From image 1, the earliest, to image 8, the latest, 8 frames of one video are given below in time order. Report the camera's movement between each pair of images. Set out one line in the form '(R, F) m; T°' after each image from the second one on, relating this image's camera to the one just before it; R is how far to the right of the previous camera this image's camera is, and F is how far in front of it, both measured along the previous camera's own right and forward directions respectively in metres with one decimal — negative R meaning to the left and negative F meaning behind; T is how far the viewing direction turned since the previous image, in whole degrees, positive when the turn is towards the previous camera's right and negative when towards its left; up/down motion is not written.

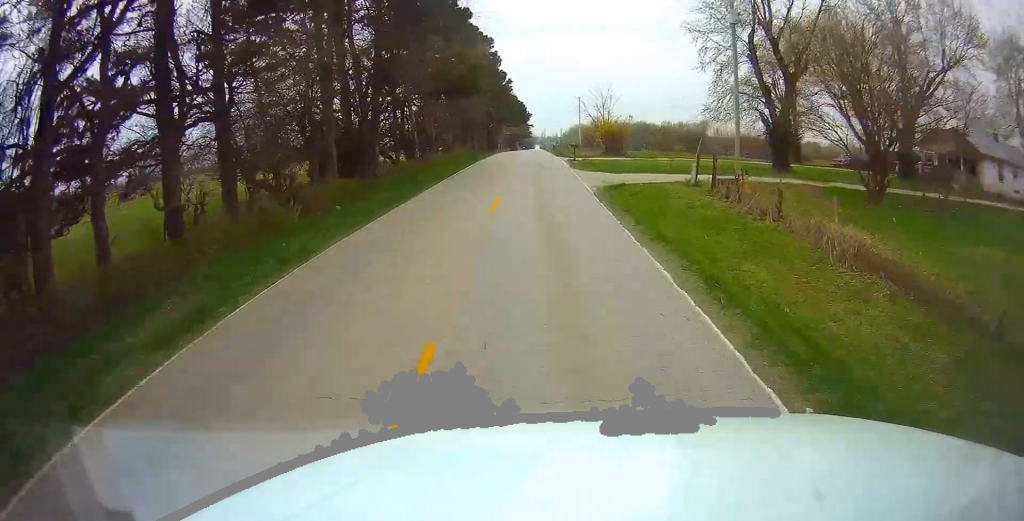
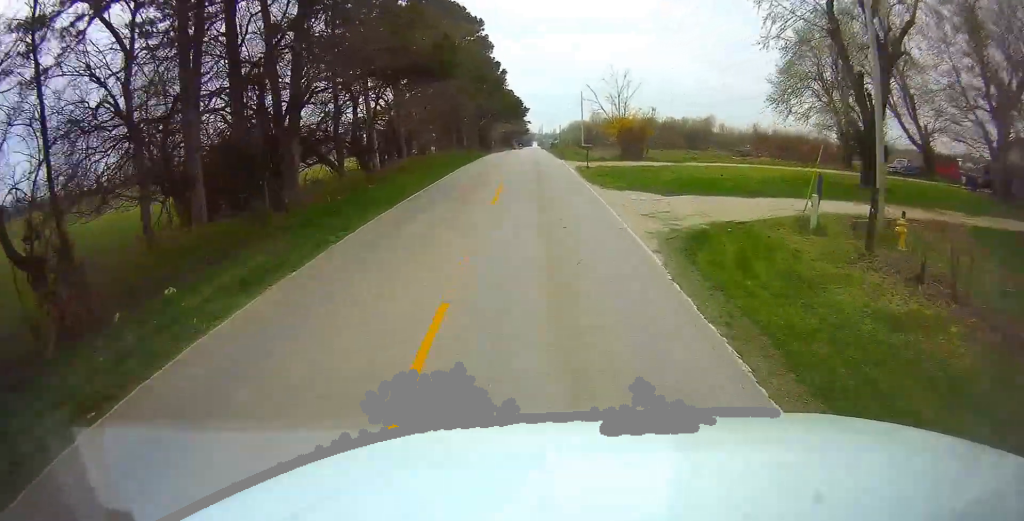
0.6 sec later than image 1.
(-0.1, +10.8) m; +1°
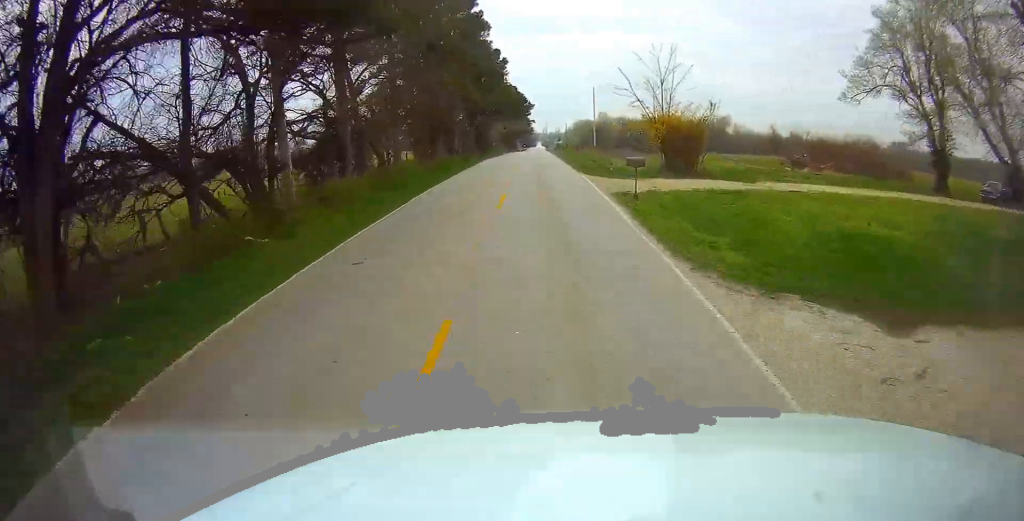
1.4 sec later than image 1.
(+0.5, +12.7) m; 0°
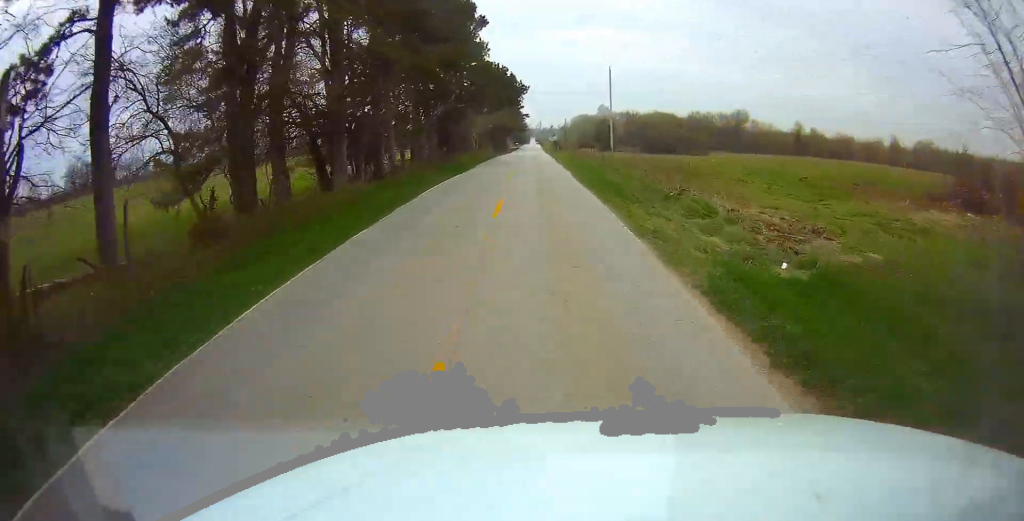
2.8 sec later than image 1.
(-0.5, +25.3) m; -2°
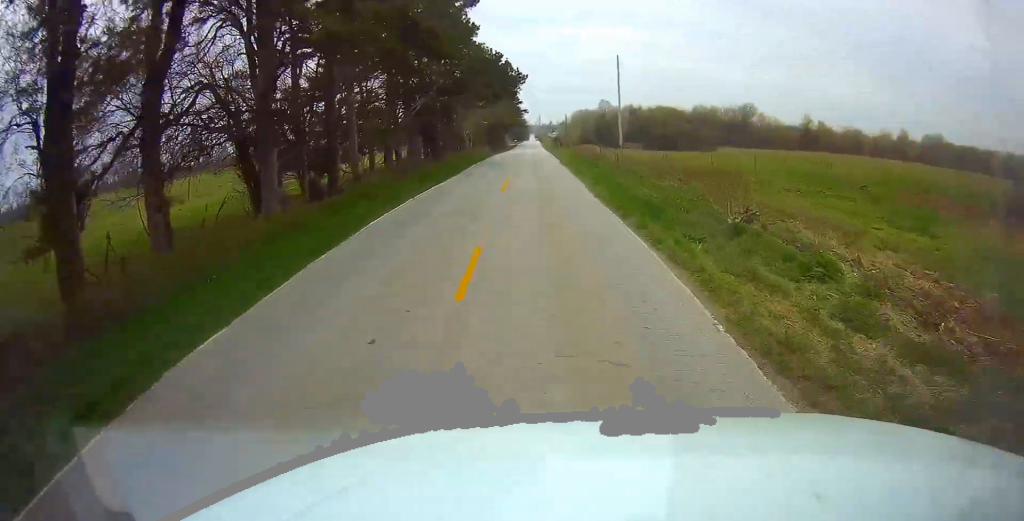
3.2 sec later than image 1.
(0.0, +7.3) m; 0°
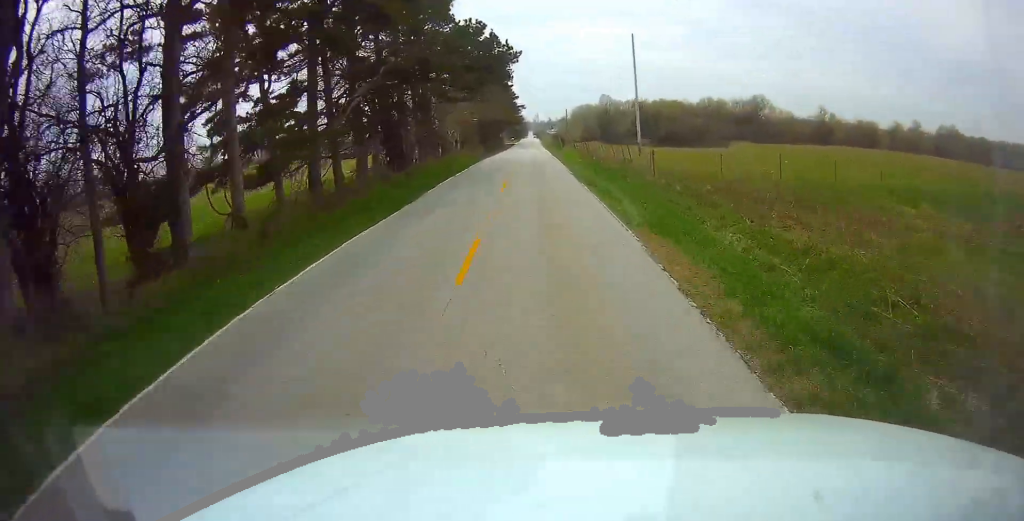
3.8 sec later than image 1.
(0.0, +11.5) m; 0°
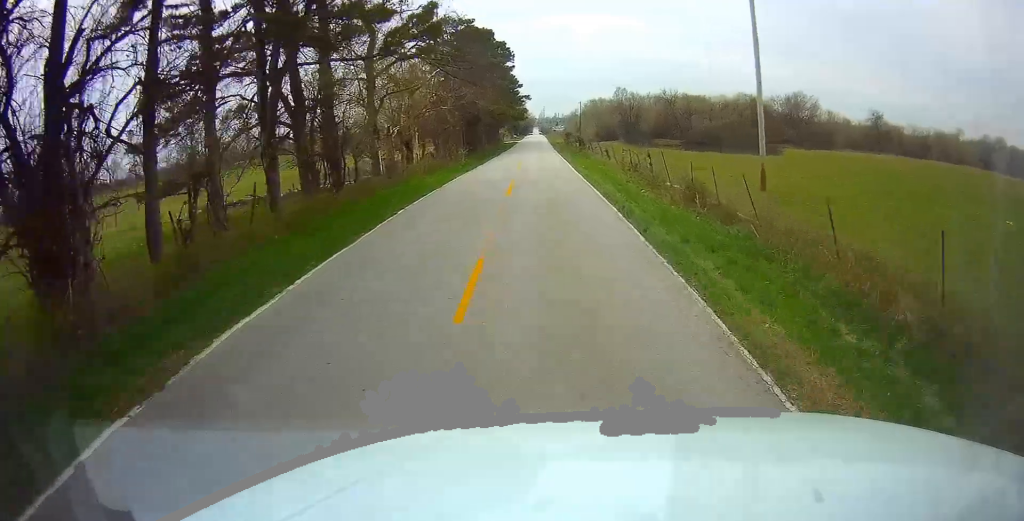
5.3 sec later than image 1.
(+0.7, +26.1) m; +2°
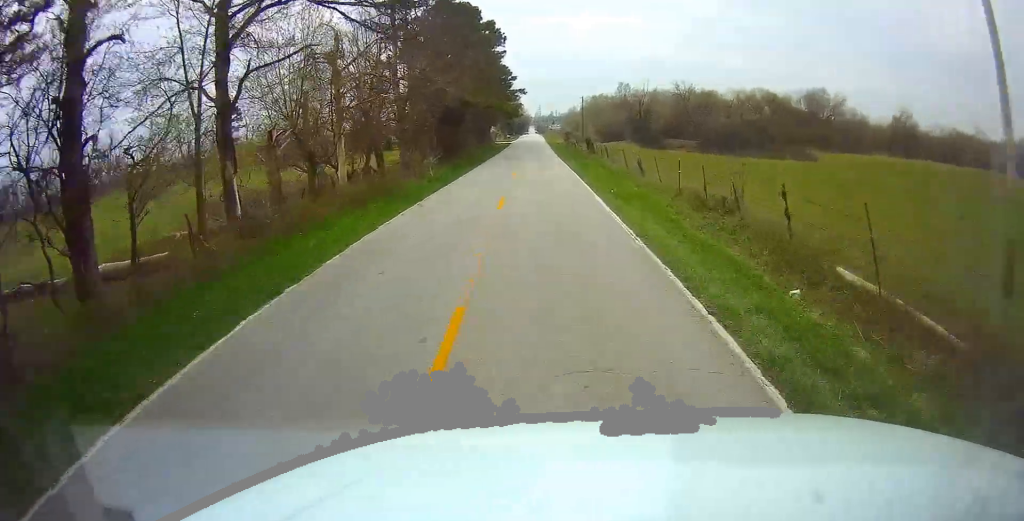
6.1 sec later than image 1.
(0.0, +14.5) m; -1°
